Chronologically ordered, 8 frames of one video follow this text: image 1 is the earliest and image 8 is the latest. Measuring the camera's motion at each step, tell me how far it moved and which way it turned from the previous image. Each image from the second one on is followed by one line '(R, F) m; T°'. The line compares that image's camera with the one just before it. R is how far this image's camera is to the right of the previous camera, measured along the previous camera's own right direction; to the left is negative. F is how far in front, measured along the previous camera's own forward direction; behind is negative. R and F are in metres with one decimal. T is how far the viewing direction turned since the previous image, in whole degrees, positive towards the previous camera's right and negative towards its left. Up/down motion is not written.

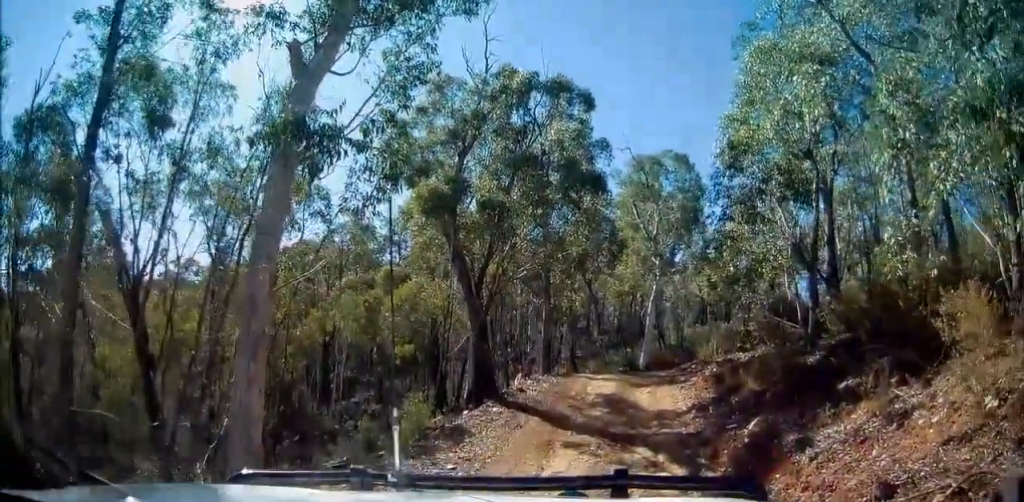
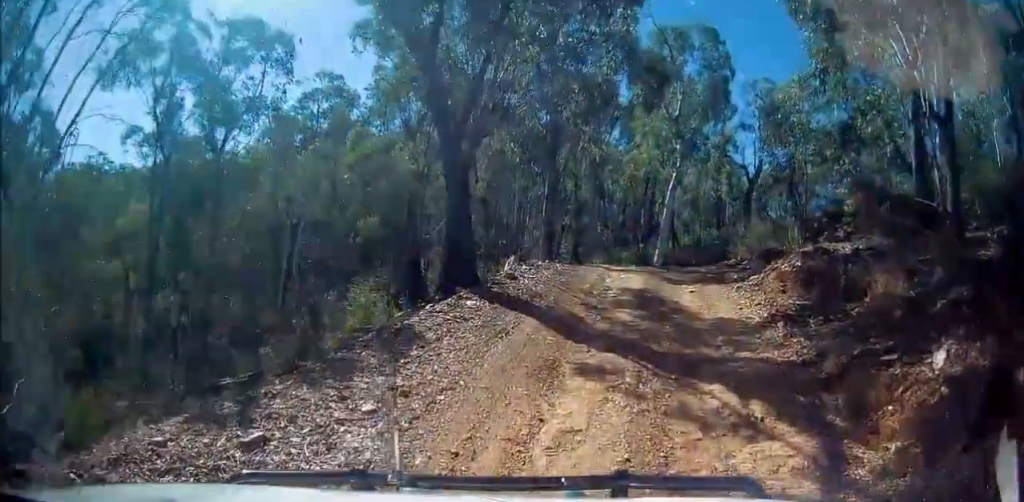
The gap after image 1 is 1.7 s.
(-0.5, +4.9) m; +4°
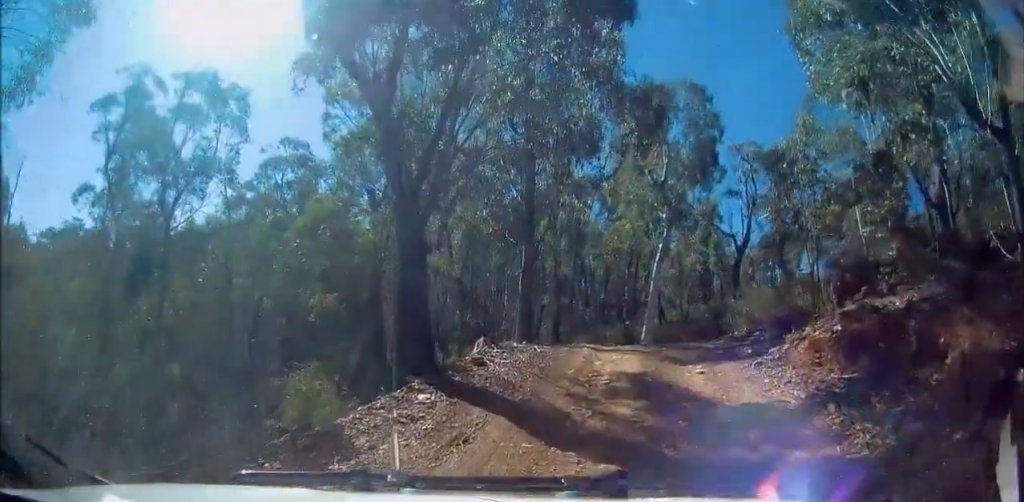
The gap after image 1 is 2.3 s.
(+0.3, +2.0) m; +4°
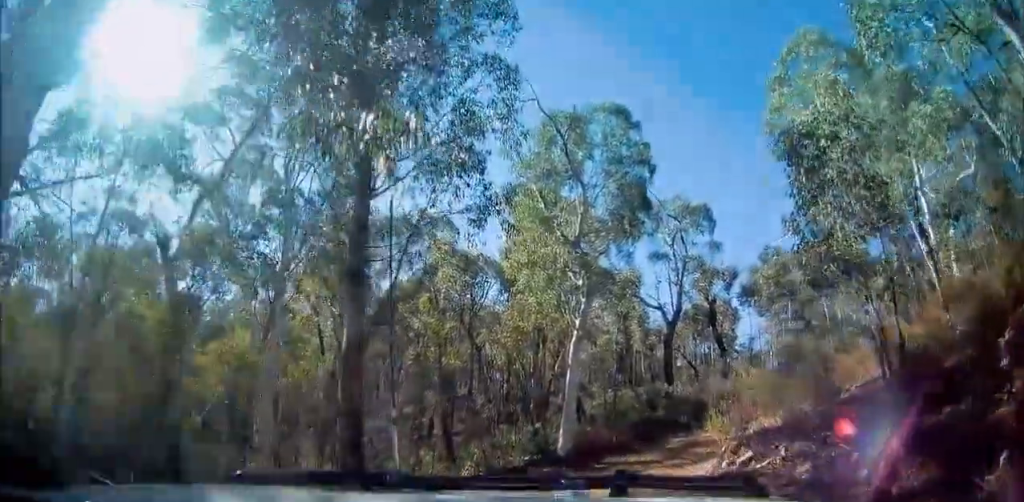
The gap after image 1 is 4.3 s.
(+0.5, +6.6) m; +10°
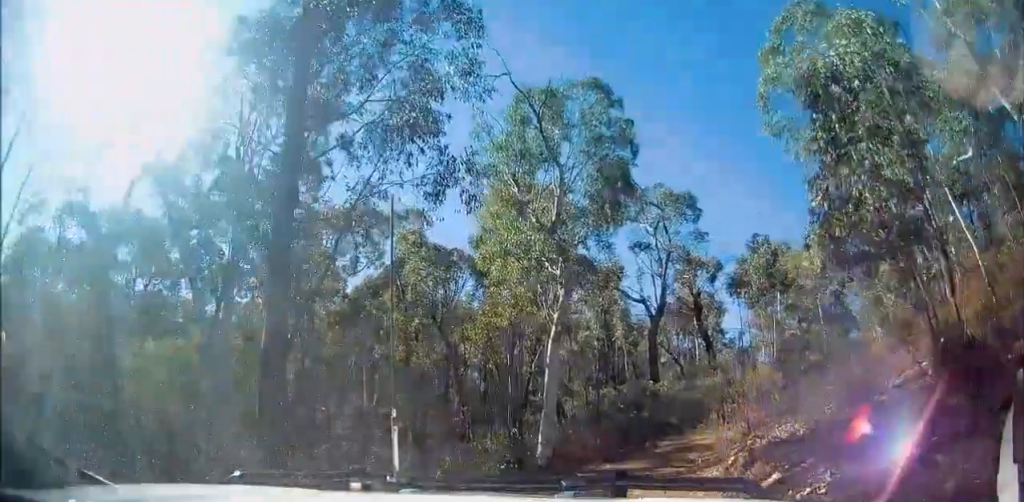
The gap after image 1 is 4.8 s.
(+0.1, +1.7) m; +2°
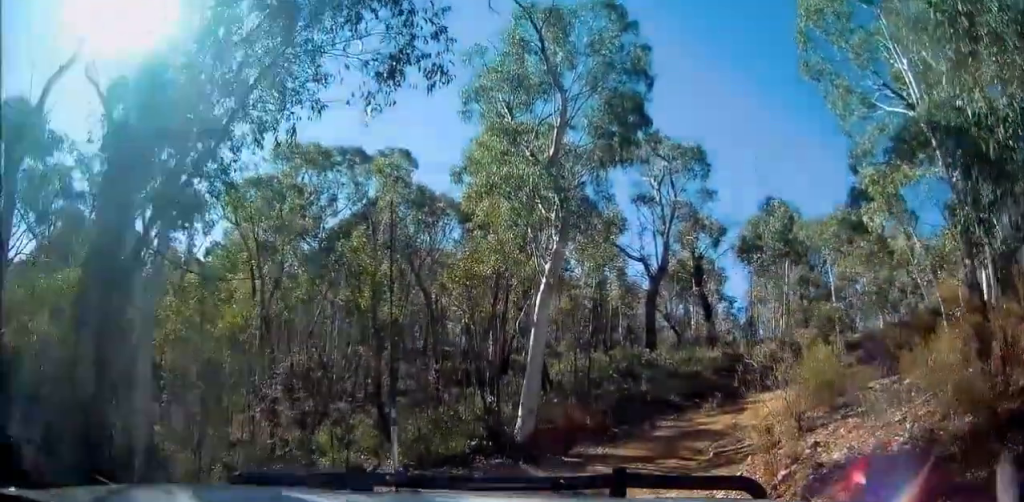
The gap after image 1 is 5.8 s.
(0.0, +3.2) m; 0°
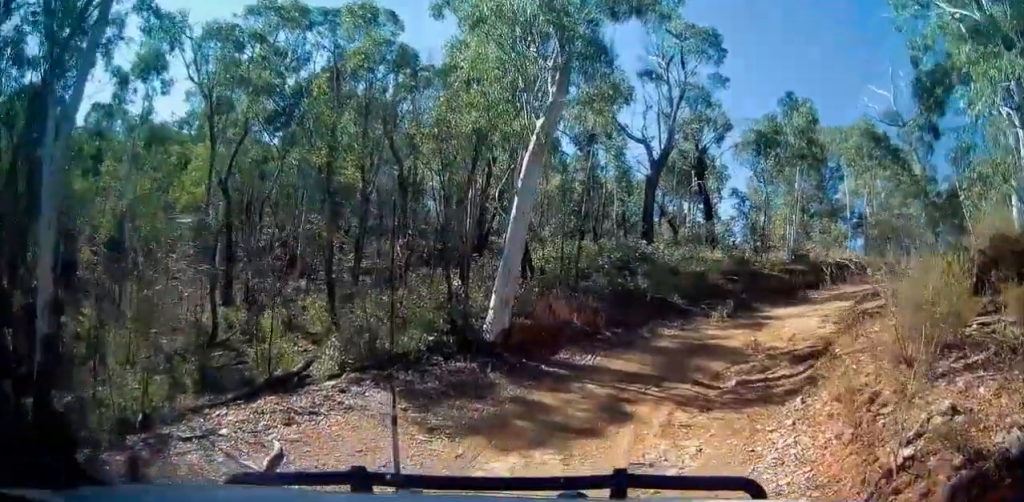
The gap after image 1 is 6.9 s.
(0.0, +3.3) m; +1°
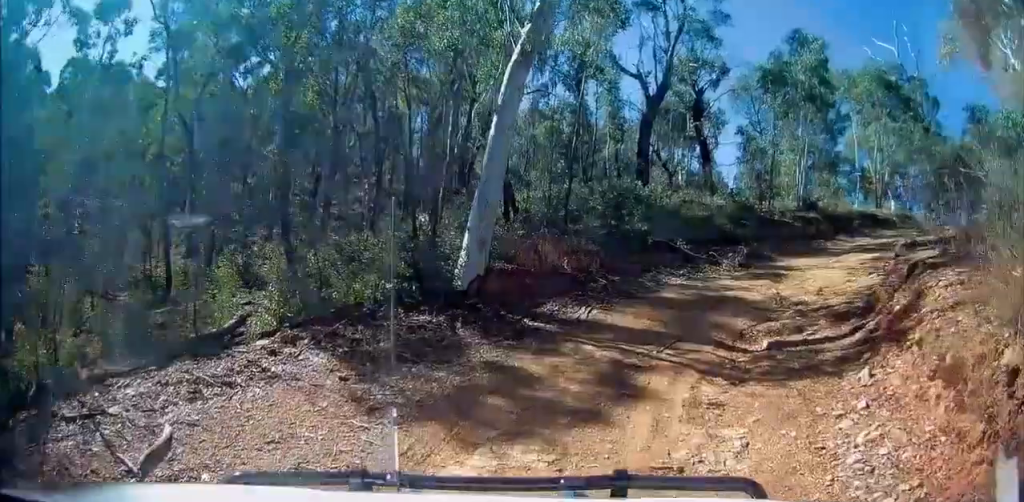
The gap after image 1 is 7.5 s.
(-0.1, +1.9) m; +2°
